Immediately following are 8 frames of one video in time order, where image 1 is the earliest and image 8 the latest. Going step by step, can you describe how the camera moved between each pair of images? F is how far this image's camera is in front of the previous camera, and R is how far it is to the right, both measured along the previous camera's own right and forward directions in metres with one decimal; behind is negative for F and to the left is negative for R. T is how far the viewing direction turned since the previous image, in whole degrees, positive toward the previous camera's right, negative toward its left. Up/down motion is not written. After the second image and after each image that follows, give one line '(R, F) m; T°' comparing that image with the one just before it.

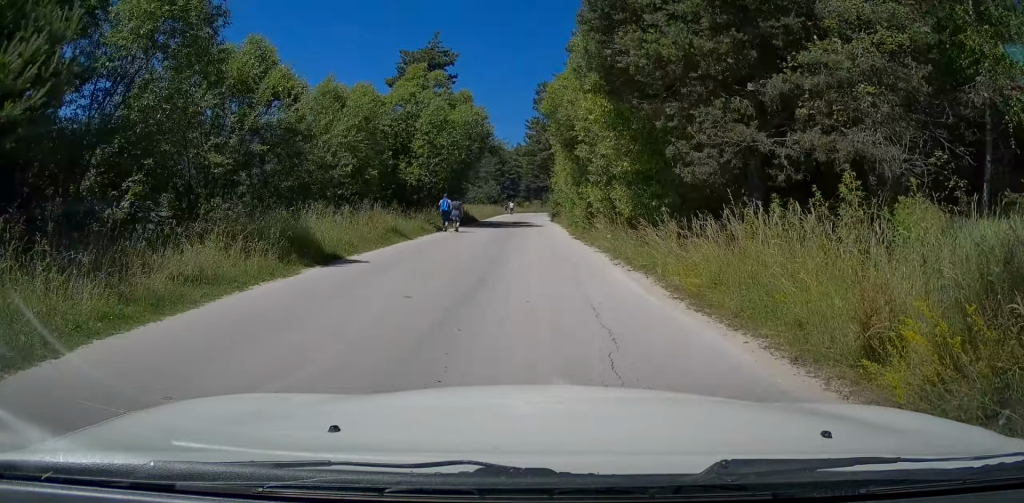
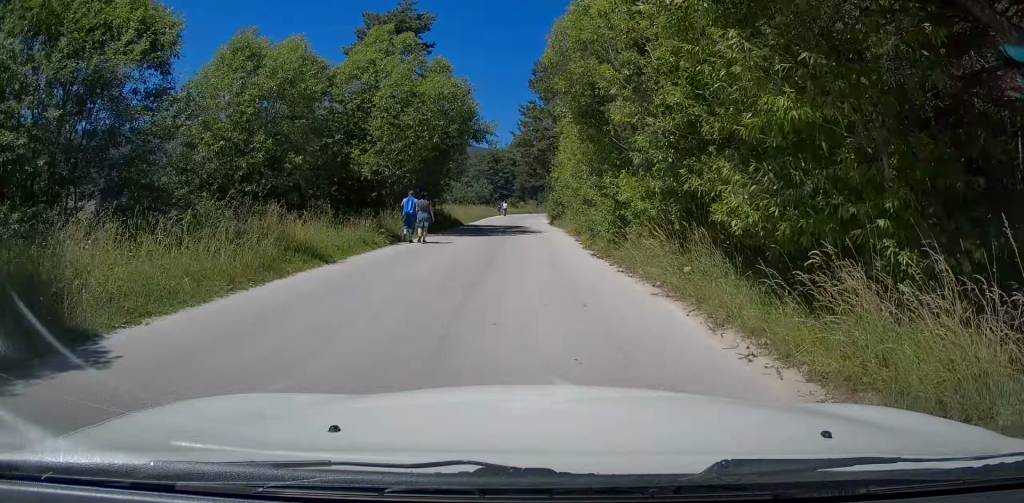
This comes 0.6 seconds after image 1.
(+0.2, +7.6) m; +1°
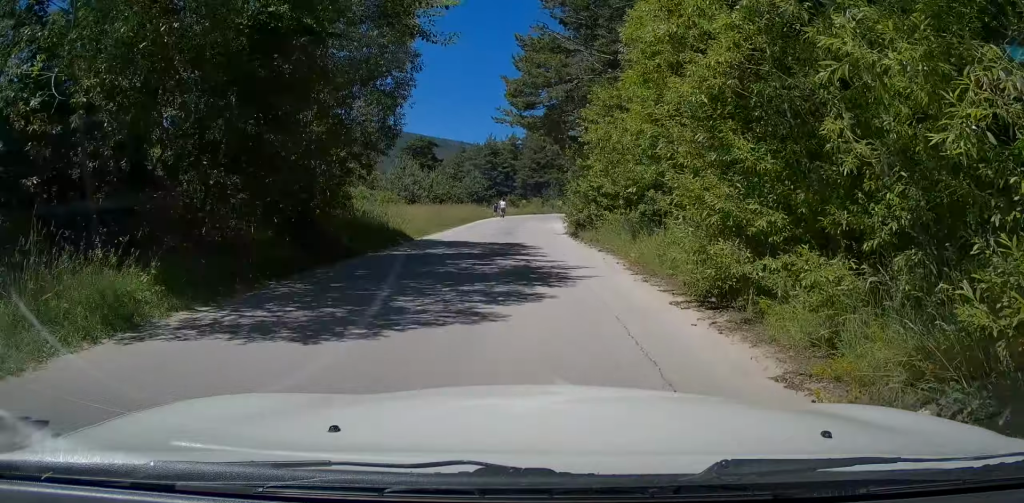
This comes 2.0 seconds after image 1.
(+0.1, +17.5) m; 0°
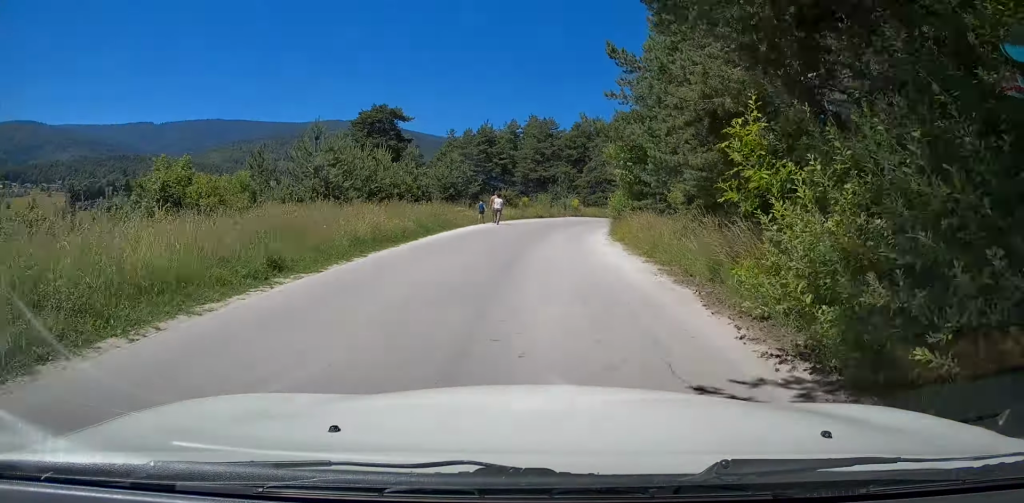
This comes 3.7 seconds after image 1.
(+0.1, +22.2) m; 0°
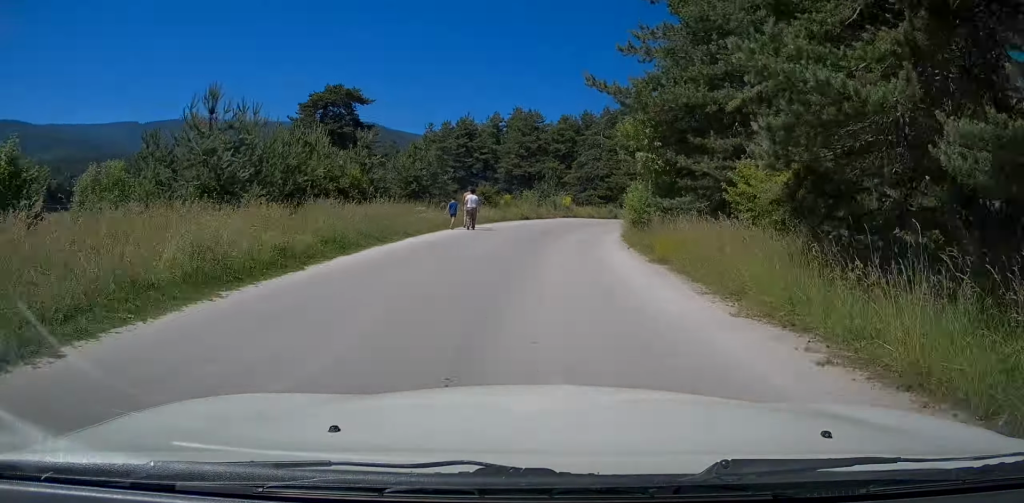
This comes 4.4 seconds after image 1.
(-0.1, +8.7) m; +1°
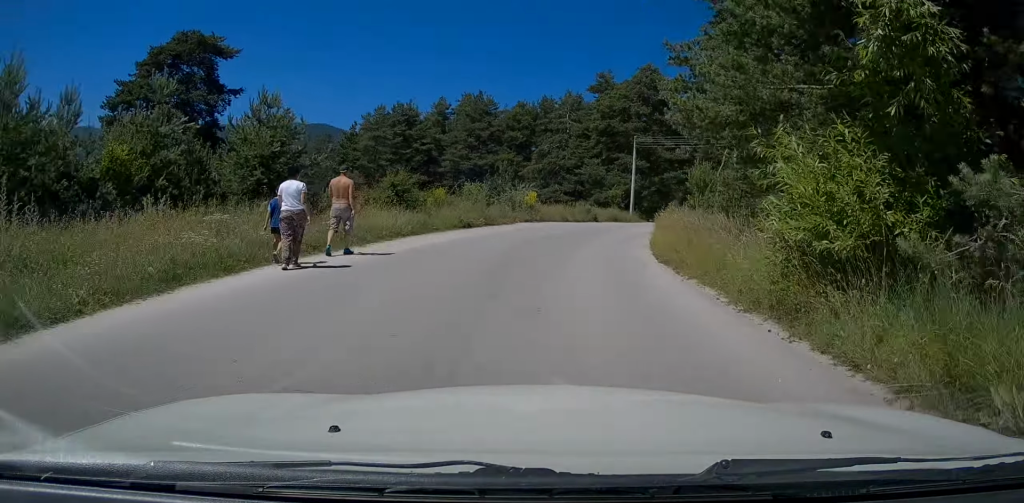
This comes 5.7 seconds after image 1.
(+0.4, +15.2) m; +4°
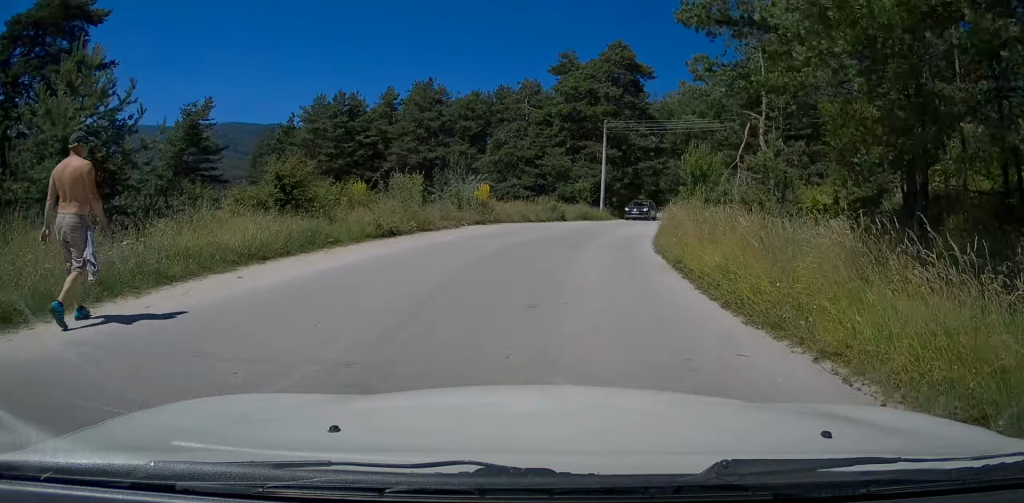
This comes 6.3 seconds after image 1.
(+0.2, +7.2) m; +5°
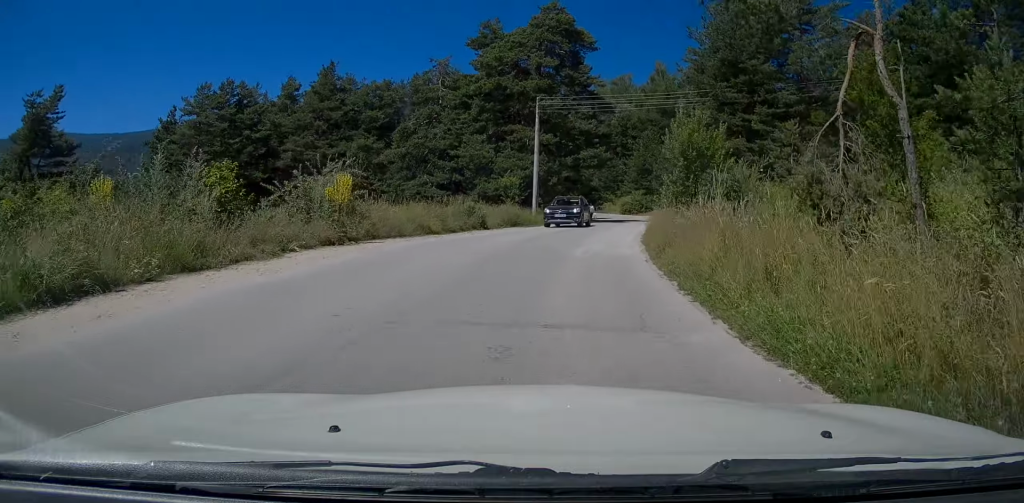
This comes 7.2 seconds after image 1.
(+0.7, +10.2) m; +7°
